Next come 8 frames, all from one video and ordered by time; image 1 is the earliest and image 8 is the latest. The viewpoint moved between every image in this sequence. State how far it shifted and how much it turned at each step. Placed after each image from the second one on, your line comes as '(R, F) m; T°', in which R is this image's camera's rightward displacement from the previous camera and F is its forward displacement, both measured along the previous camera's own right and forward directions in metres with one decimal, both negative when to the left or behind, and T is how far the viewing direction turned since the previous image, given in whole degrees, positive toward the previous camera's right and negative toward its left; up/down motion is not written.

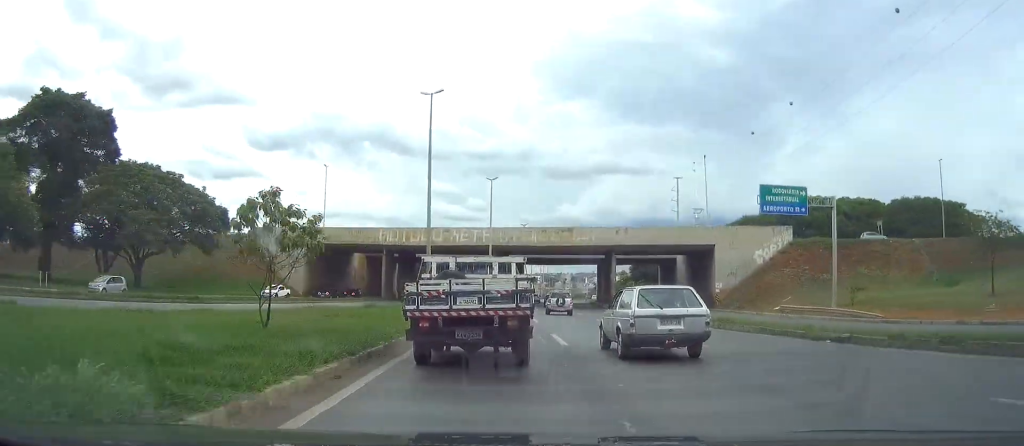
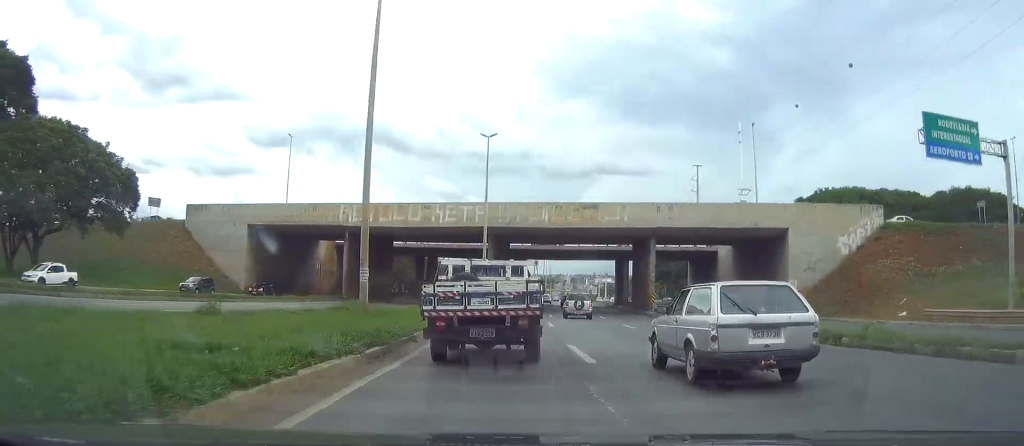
(+0.1, +20.5) m; +1°
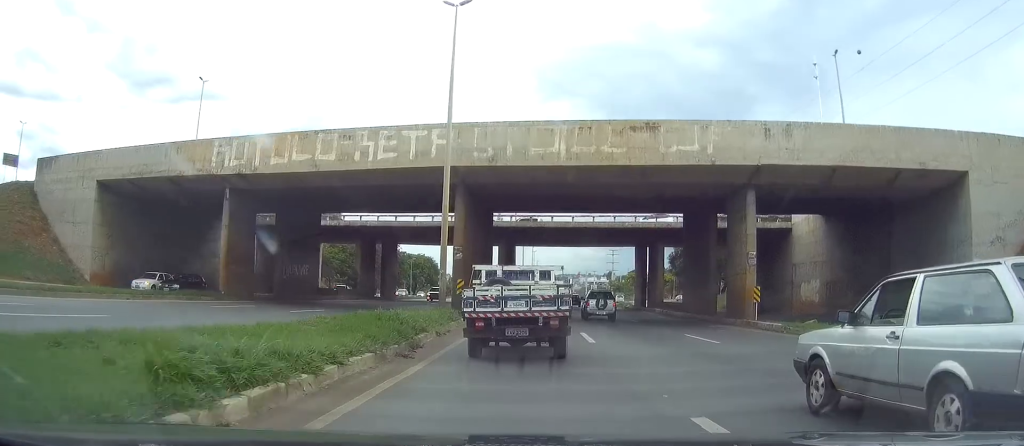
(+0.5, +26.8) m; +2°
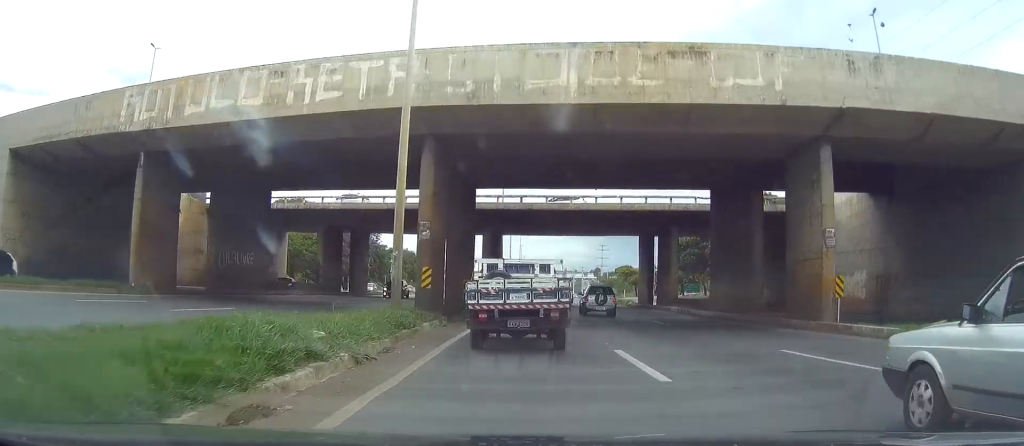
(0.0, +9.5) m; 0°
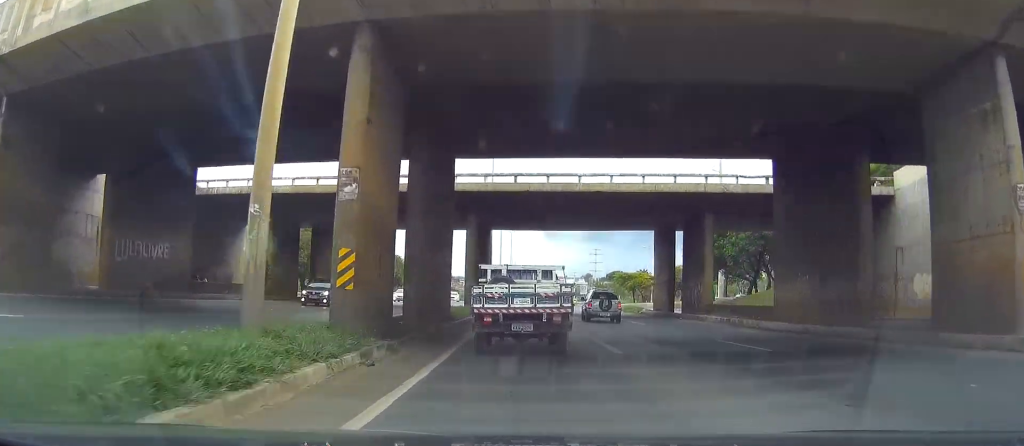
(+0.2, +10.8) m; 0°
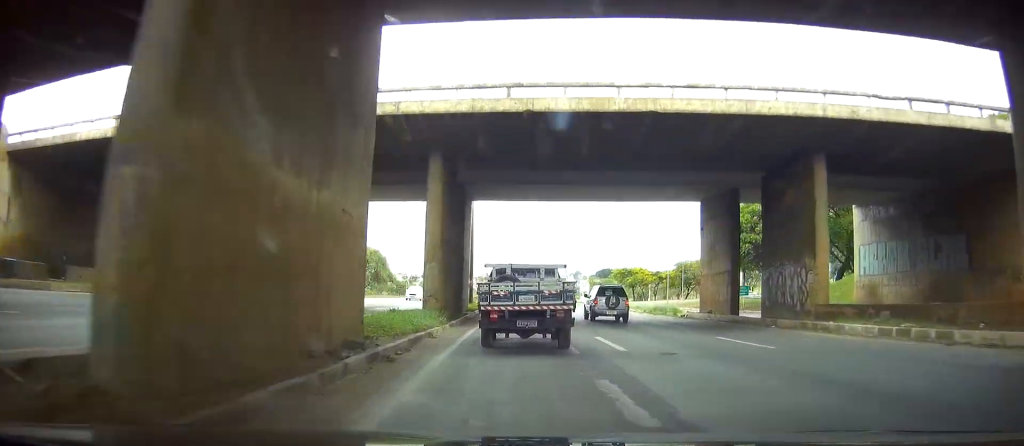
(-0.1, +16.3) m; 0°
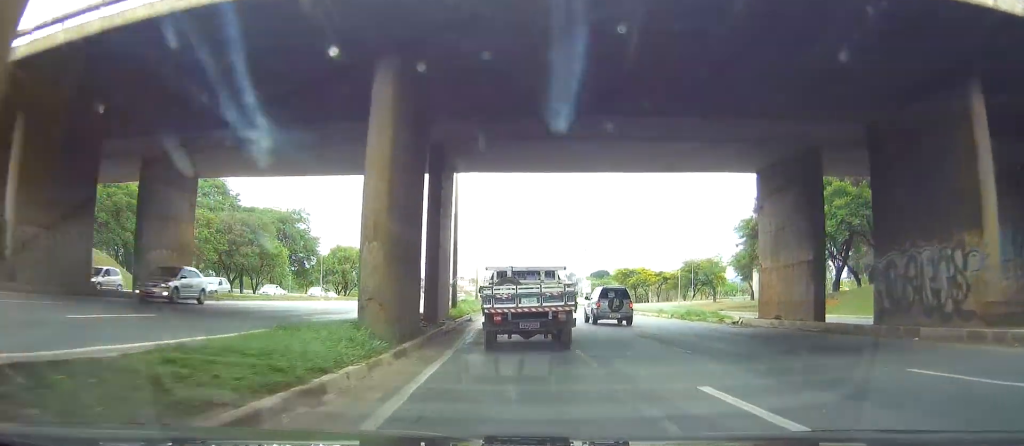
(-0.1, +10.3) m; 0°
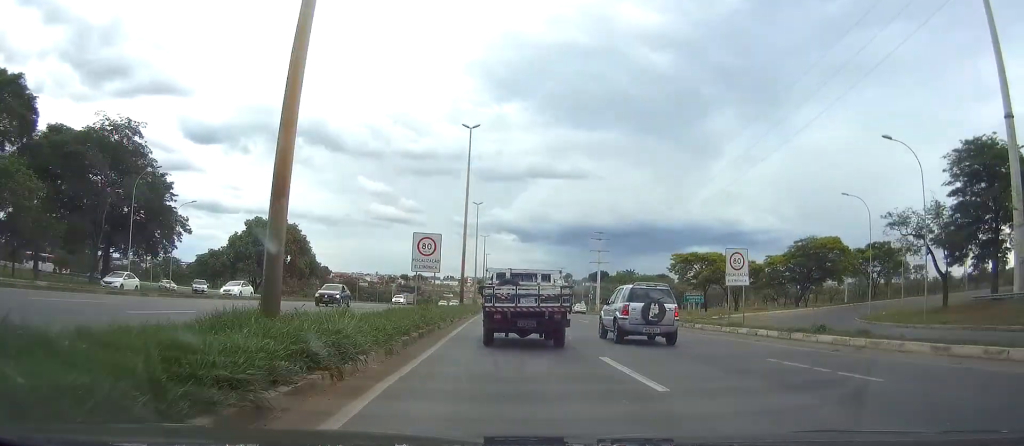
(+0.9, +61.0) m; +2°
